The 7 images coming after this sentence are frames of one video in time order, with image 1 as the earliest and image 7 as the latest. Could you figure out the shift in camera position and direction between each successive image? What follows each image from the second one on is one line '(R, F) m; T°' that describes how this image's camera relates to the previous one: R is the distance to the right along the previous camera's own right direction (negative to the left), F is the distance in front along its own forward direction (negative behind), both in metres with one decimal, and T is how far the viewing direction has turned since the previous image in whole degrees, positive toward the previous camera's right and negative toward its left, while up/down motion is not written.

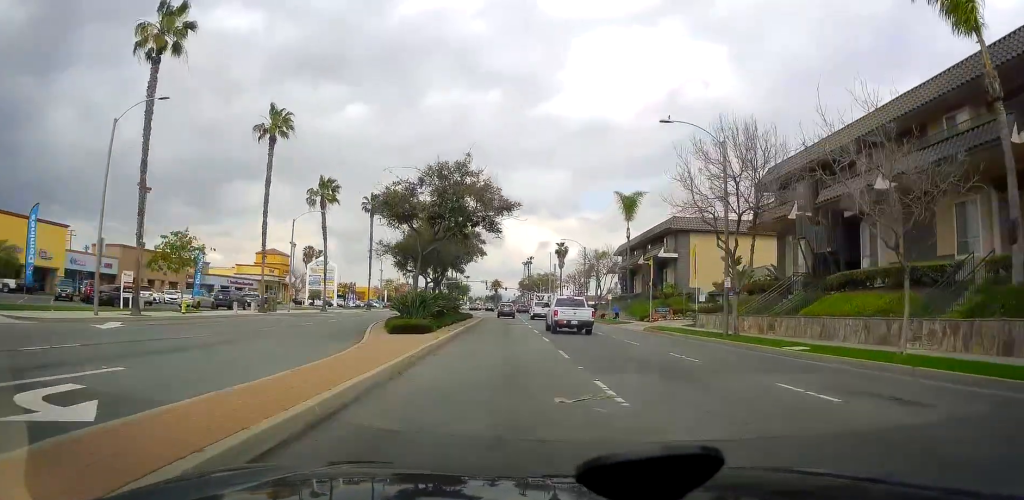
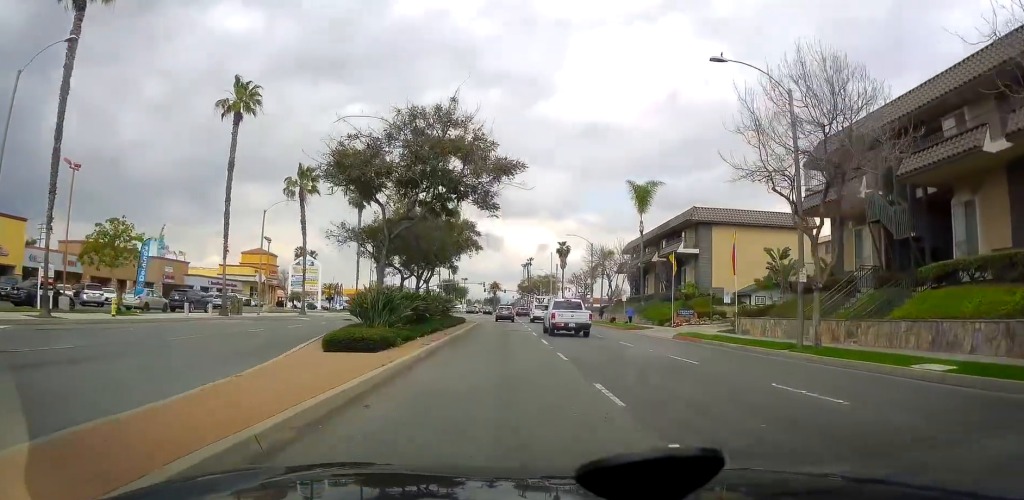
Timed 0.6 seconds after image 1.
(-0.6, +7.7) m; 0°
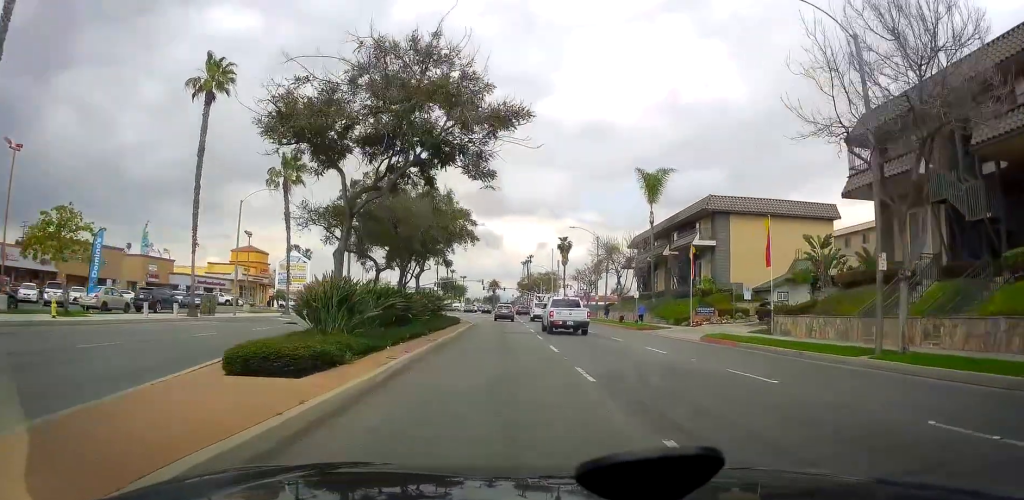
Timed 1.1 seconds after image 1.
(0.0, +5.1) m; +1°
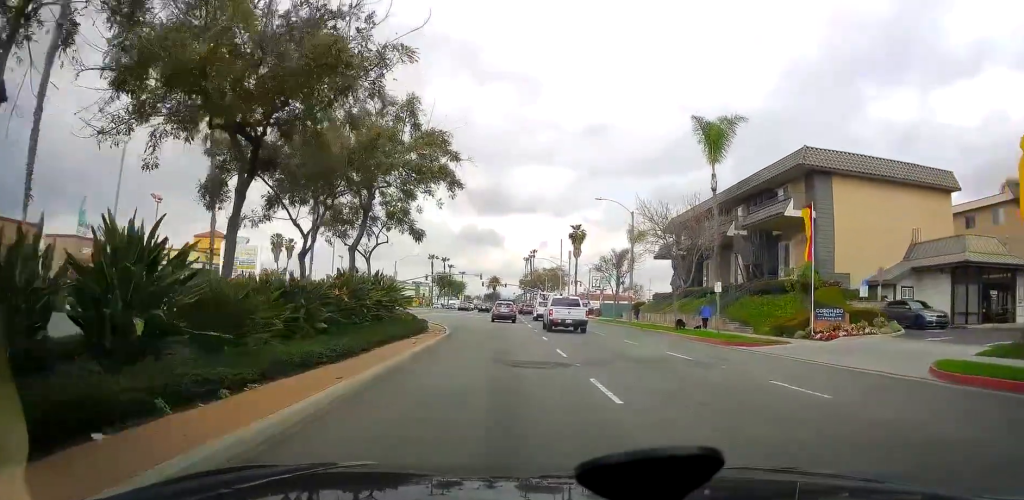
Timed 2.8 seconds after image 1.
(+1.1, +18.8) m; +3°
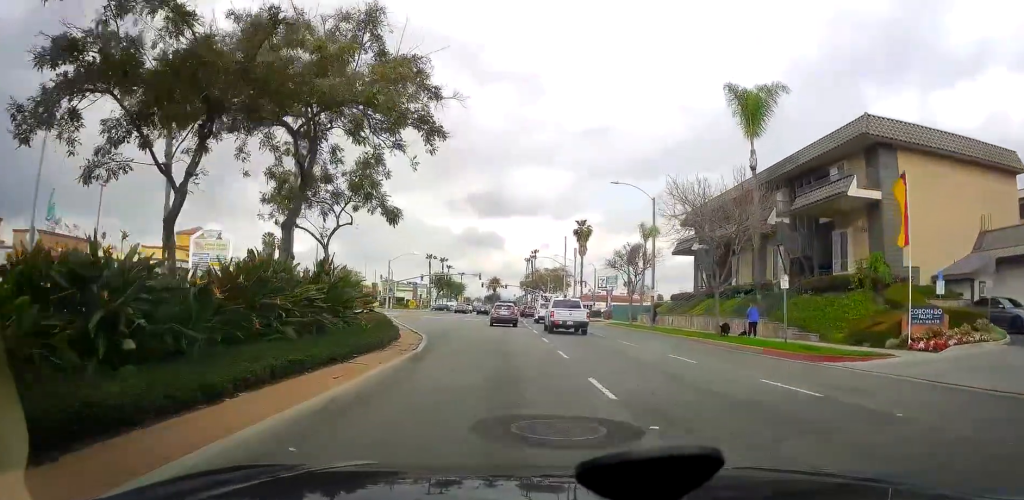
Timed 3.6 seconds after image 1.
(0.0, +7.8) m; 0°
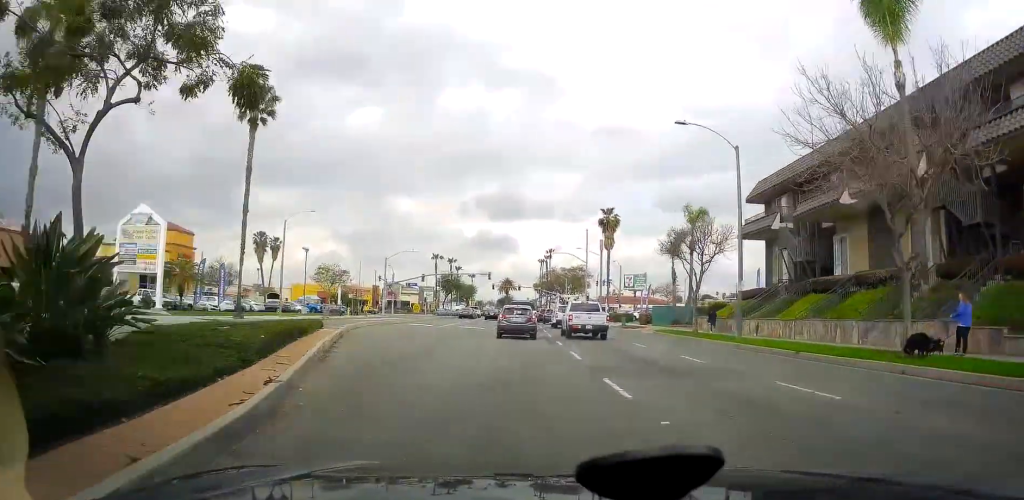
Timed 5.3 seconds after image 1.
(-0.5, +15.6) m; -6°
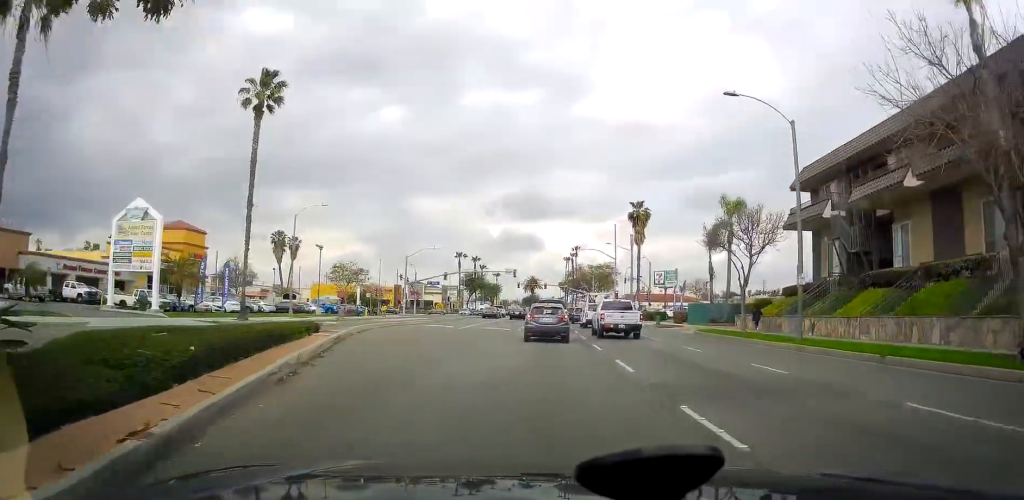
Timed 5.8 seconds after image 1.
(0.0, +3.9) m; -3°
